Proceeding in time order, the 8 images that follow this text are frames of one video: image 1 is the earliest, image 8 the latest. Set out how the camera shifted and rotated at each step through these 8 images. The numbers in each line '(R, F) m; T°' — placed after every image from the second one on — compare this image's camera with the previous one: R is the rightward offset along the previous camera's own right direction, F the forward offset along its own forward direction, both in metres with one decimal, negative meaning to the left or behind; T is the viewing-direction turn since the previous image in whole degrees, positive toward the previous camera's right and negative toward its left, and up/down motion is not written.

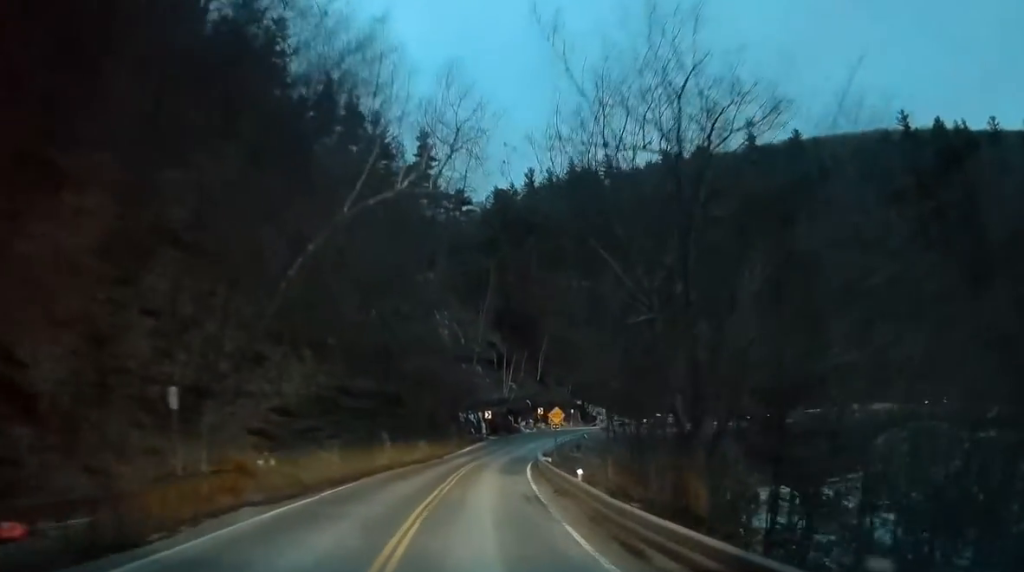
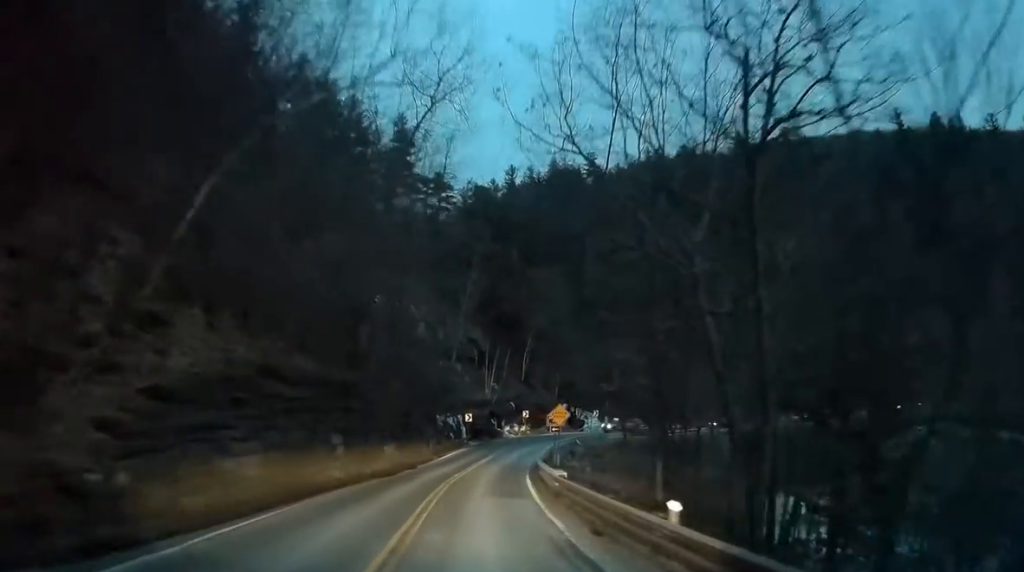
(+0.1, +7.5) m; +3°
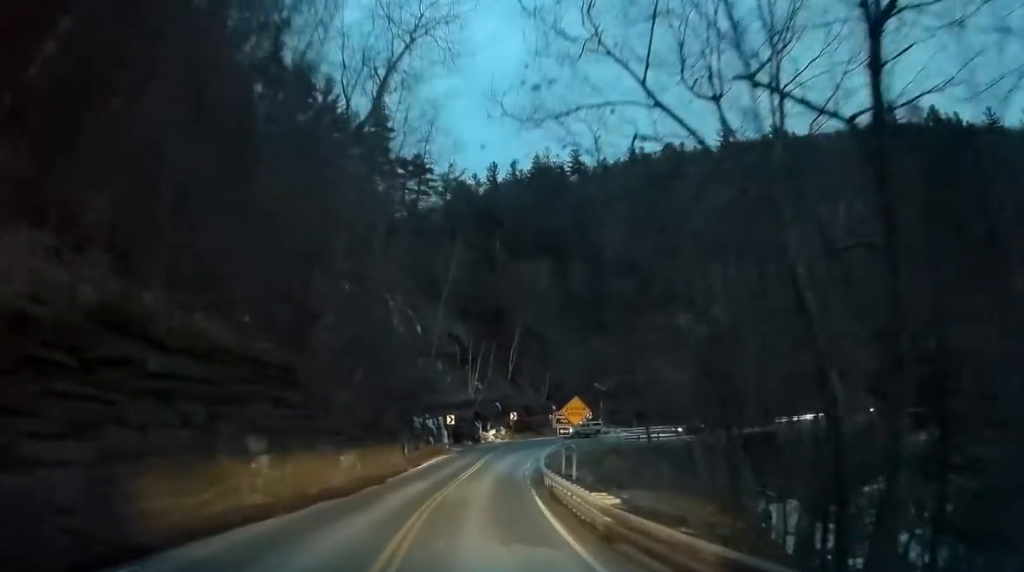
(+0.3, +7.4) m; +3°
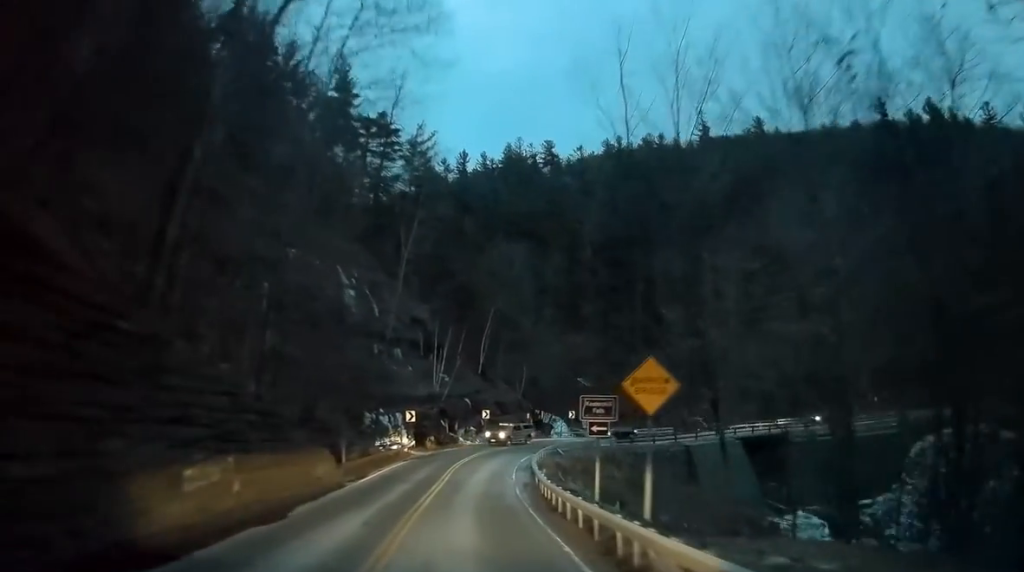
(+0.4, +11.2) m; +3°
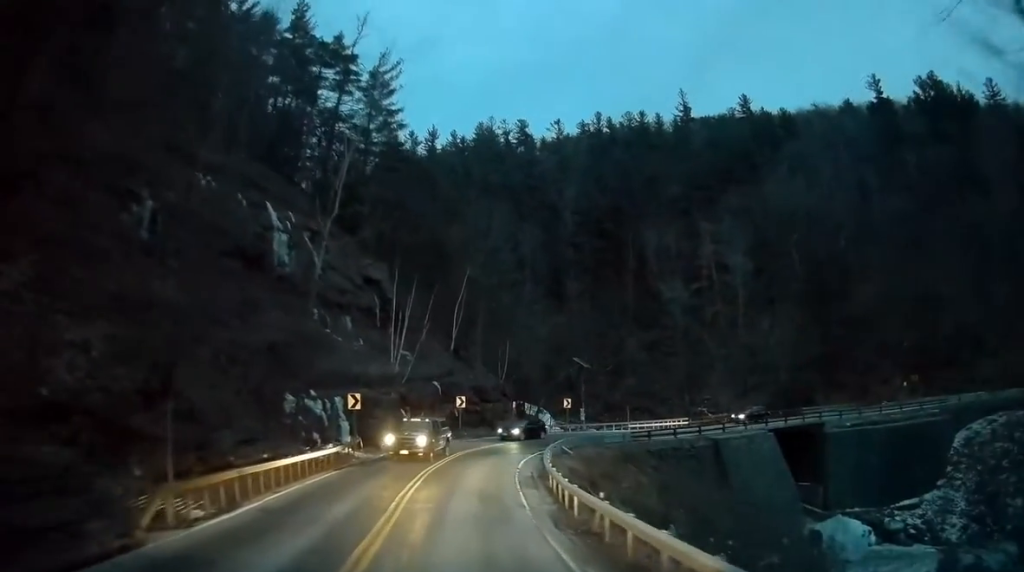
(-0.1, +13.9) m; -2°
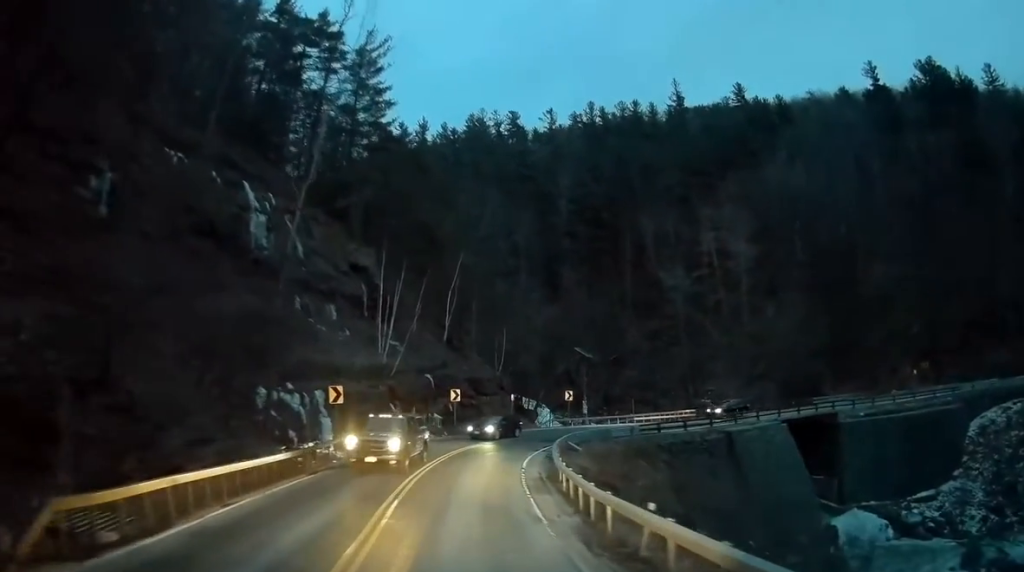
(-0.1, +3.3) m; 0°
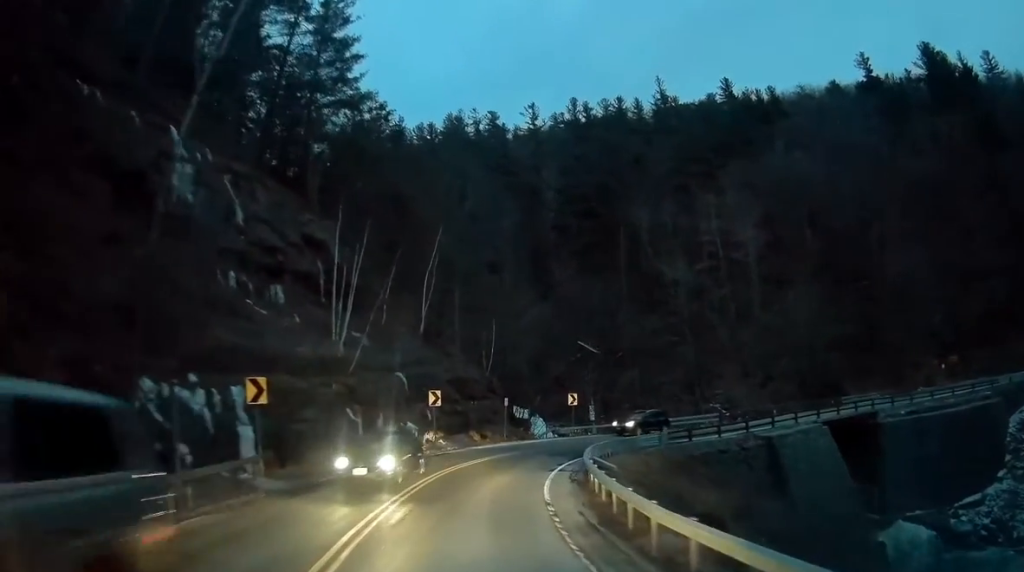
(+0.1, +8.8) m; +2°
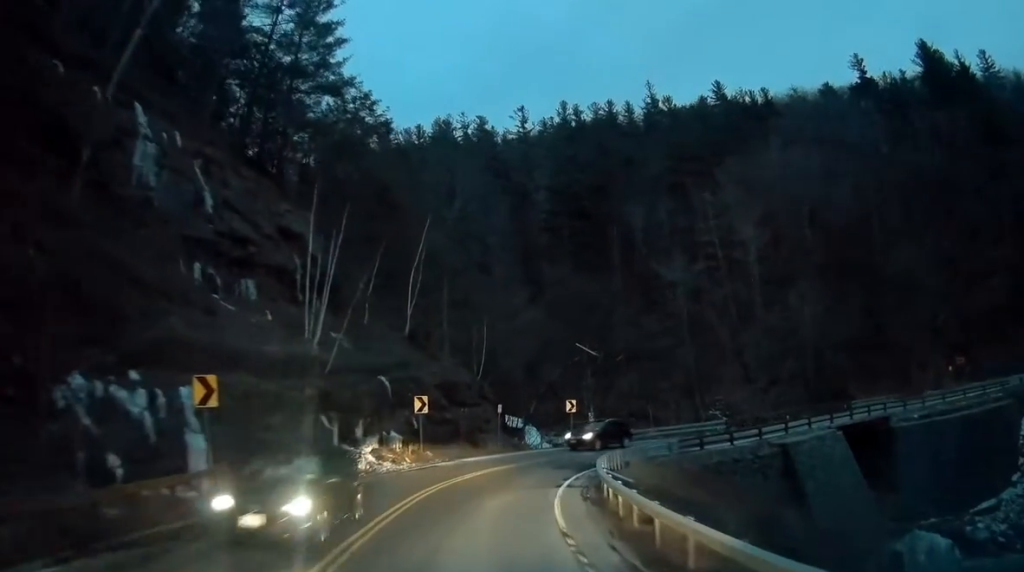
(0.0, +2.9) m; +1°
